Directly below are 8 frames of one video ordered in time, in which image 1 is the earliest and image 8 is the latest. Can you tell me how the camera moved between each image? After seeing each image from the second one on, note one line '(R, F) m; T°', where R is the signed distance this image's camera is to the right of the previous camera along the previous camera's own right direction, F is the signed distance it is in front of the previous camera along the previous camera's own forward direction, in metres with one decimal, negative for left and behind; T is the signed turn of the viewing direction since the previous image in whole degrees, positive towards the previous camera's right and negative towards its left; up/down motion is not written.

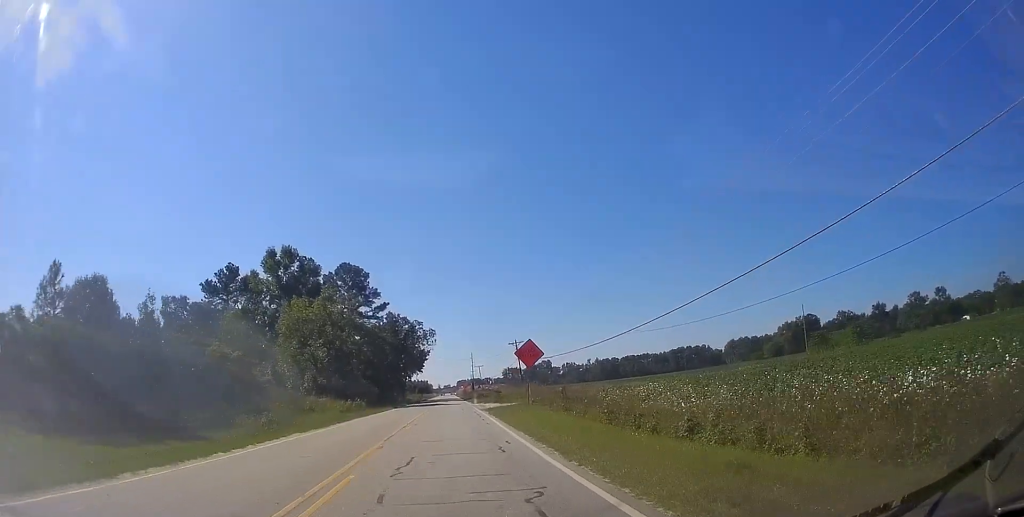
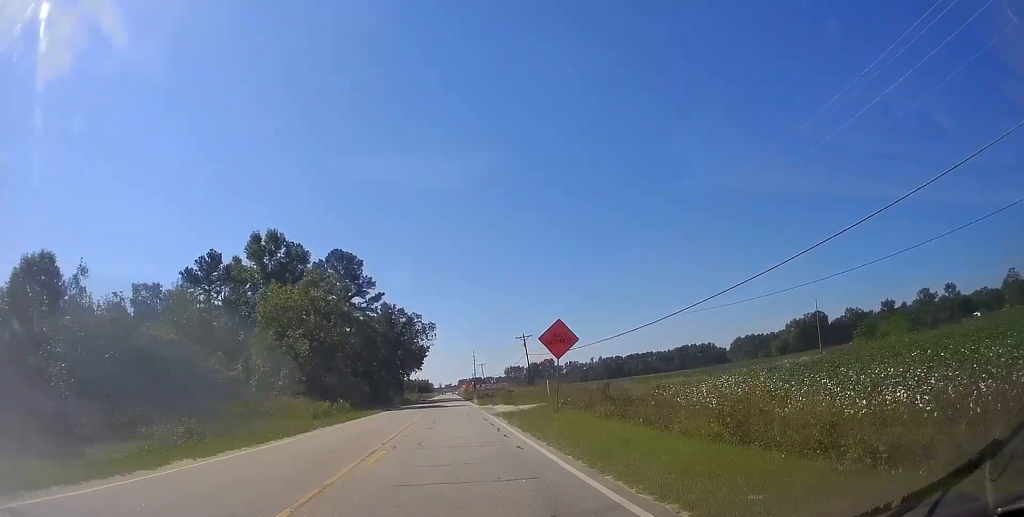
(-0.2, +8.8) m; 0°
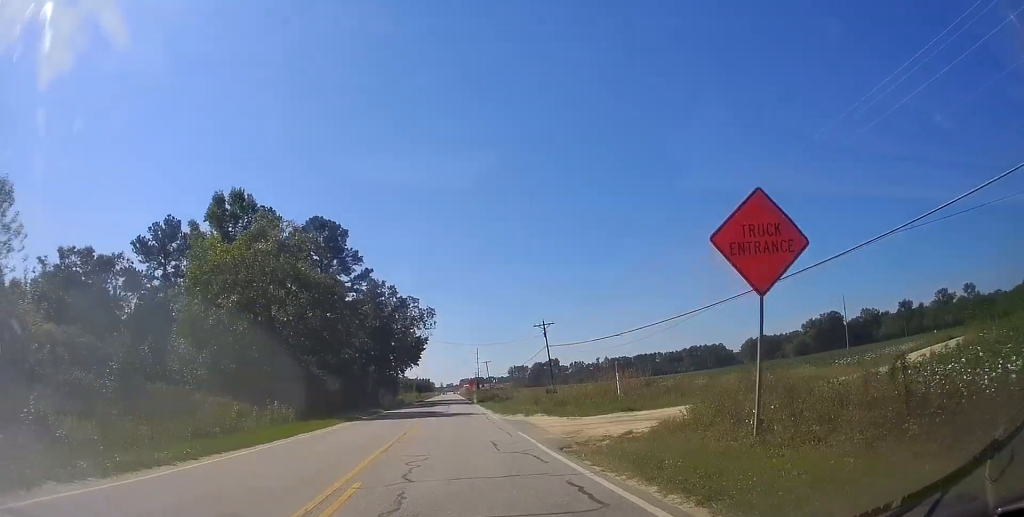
(-0.2, +16.8) m; -1°
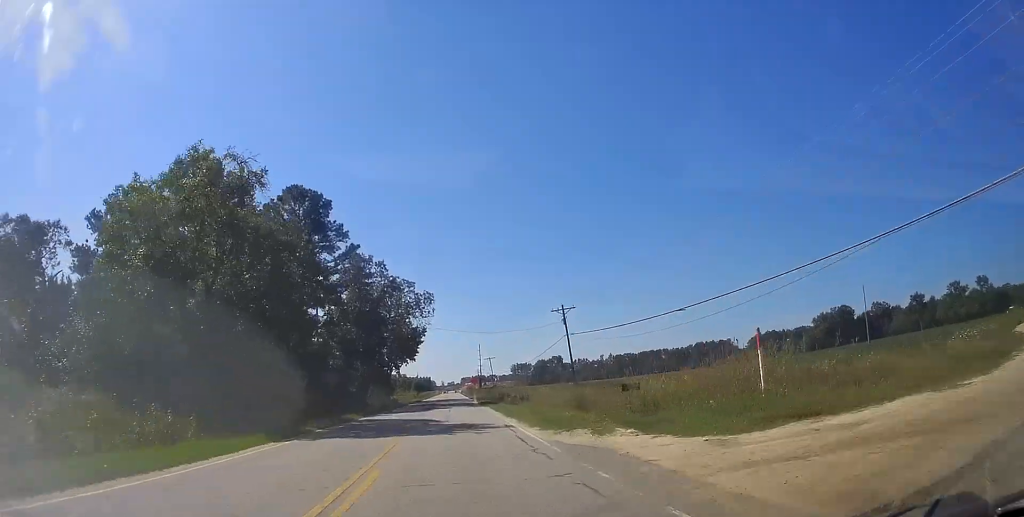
(+0.1, +11.7) m; -1°
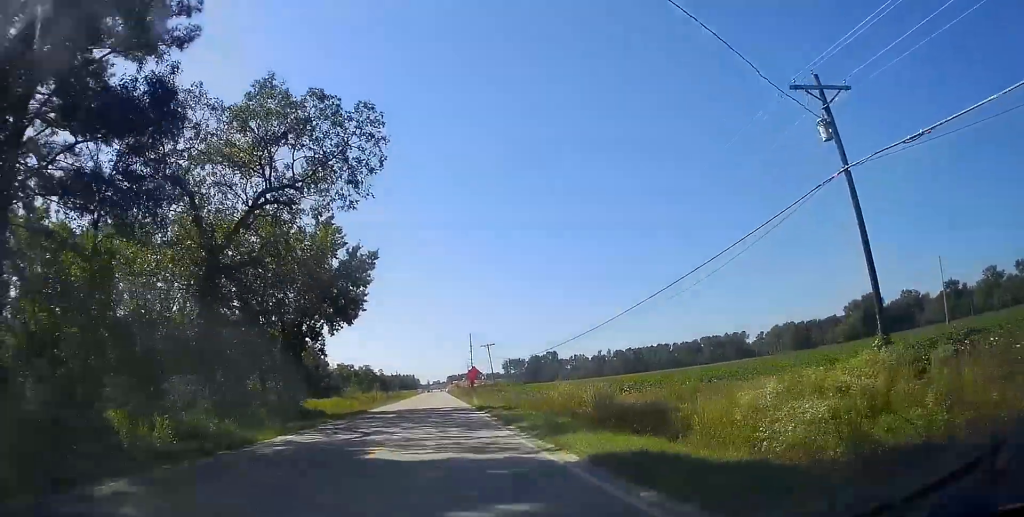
(+0.1, +45.2) m; +1°
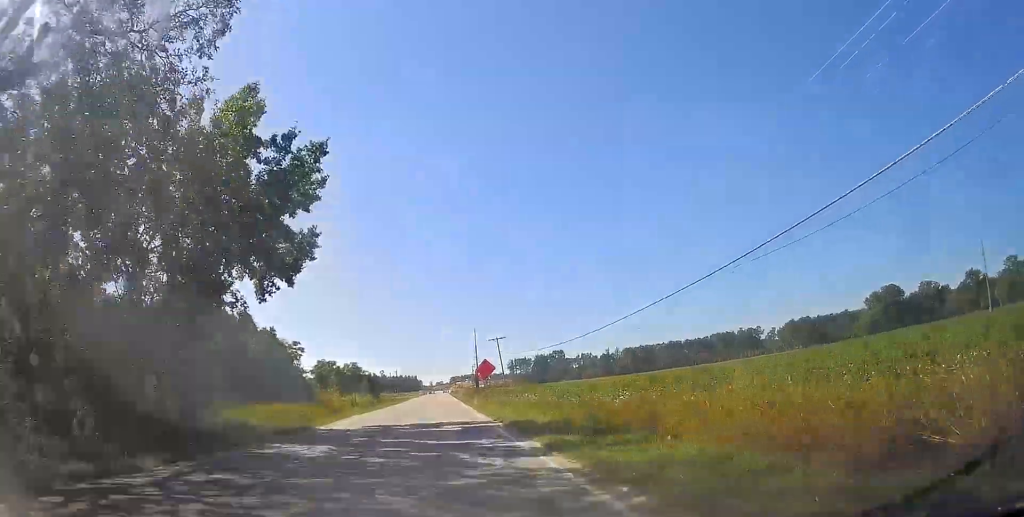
(0.0, +16.8) m; 0°
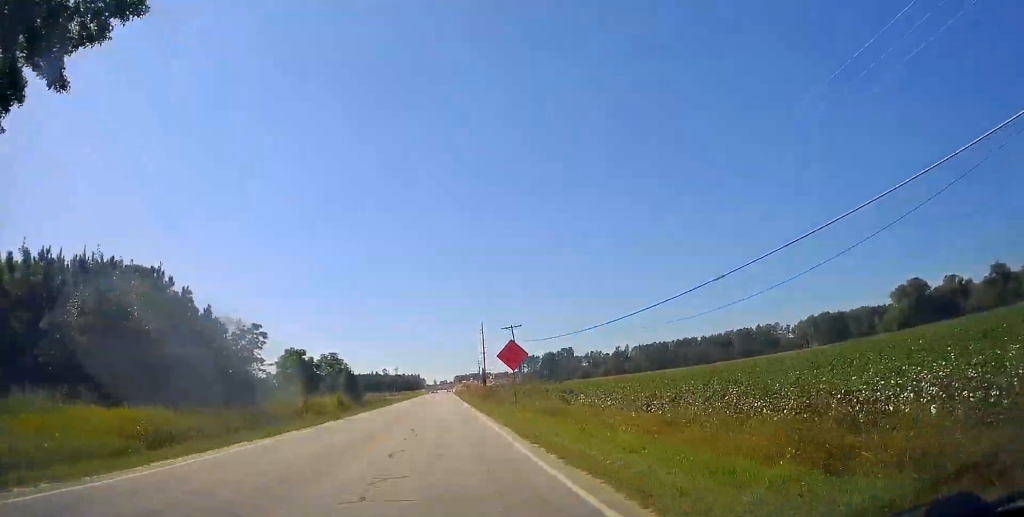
(0.0, +18.3) m; 0°
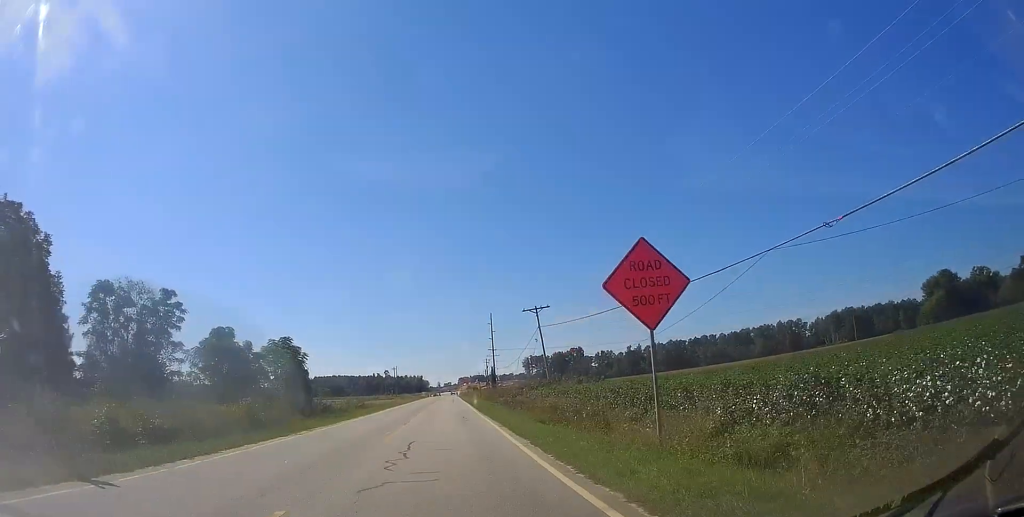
(0.0, +21.2) m; -1°
